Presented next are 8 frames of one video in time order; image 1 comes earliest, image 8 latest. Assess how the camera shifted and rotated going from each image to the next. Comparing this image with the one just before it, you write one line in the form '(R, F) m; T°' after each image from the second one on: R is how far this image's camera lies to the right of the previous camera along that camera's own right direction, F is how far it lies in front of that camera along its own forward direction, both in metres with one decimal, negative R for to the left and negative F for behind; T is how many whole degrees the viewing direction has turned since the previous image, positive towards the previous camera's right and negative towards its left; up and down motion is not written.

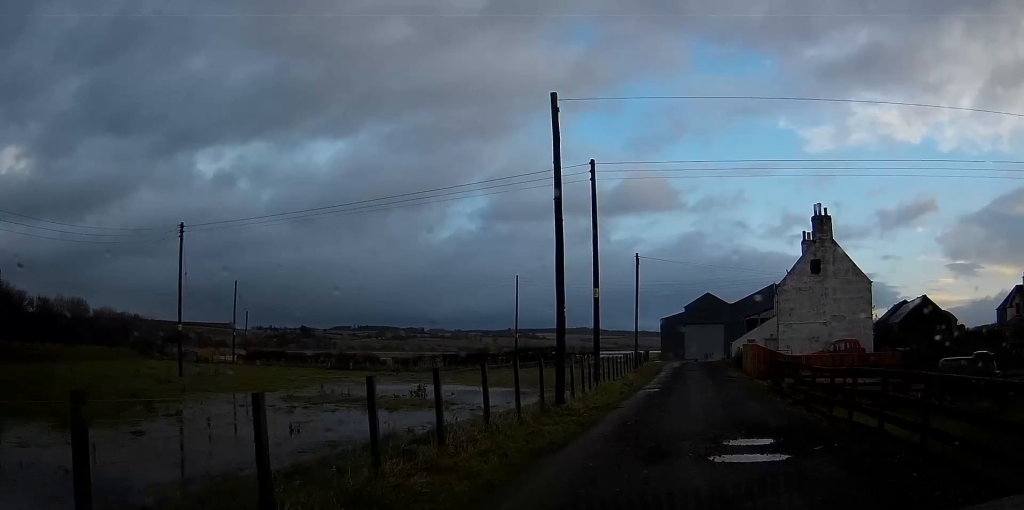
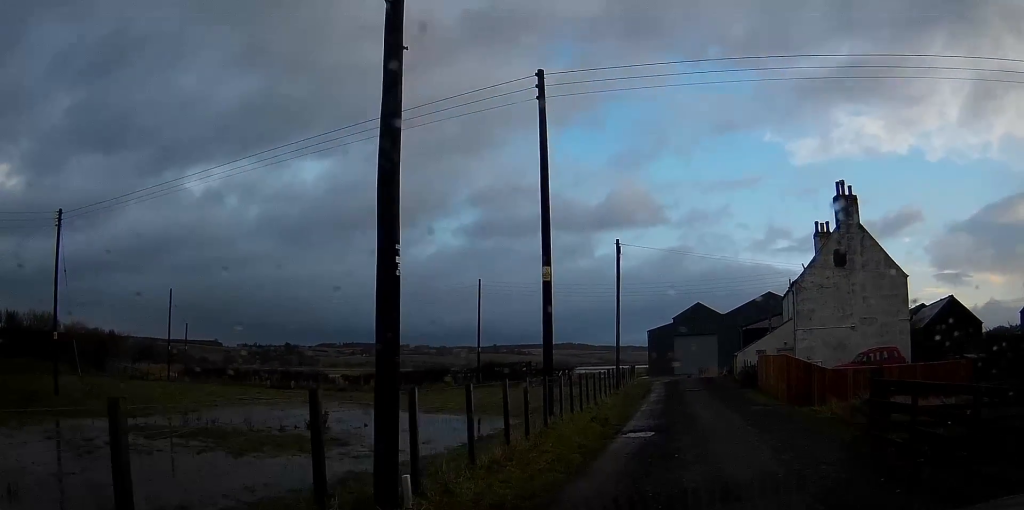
(+0.7, +9.7) m; +7°
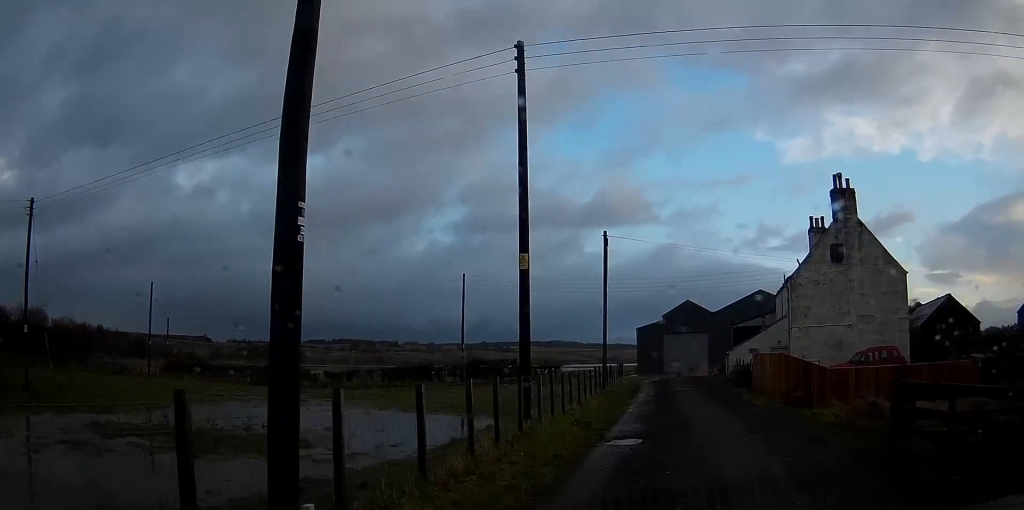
(0.0, +1.5) m; 0°
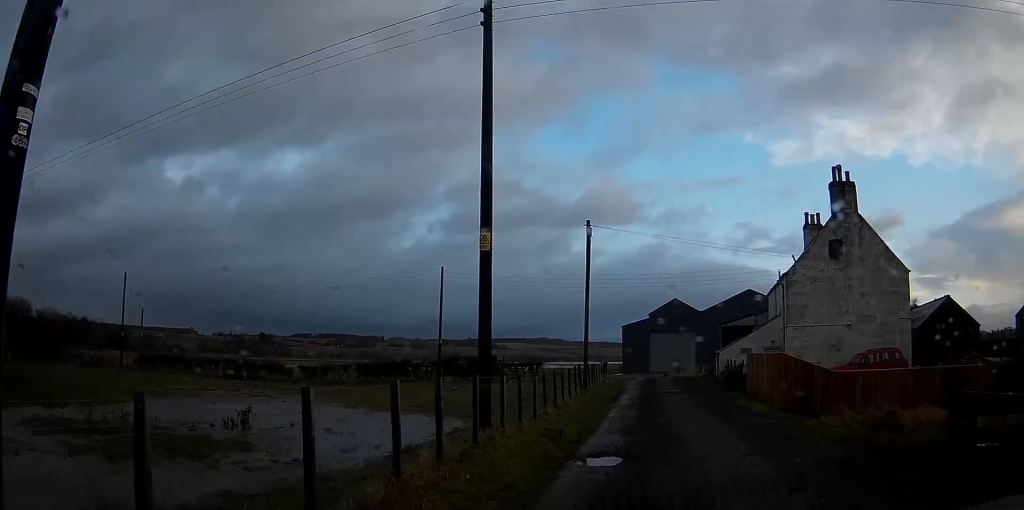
(0.0, +2.2) m; 0°
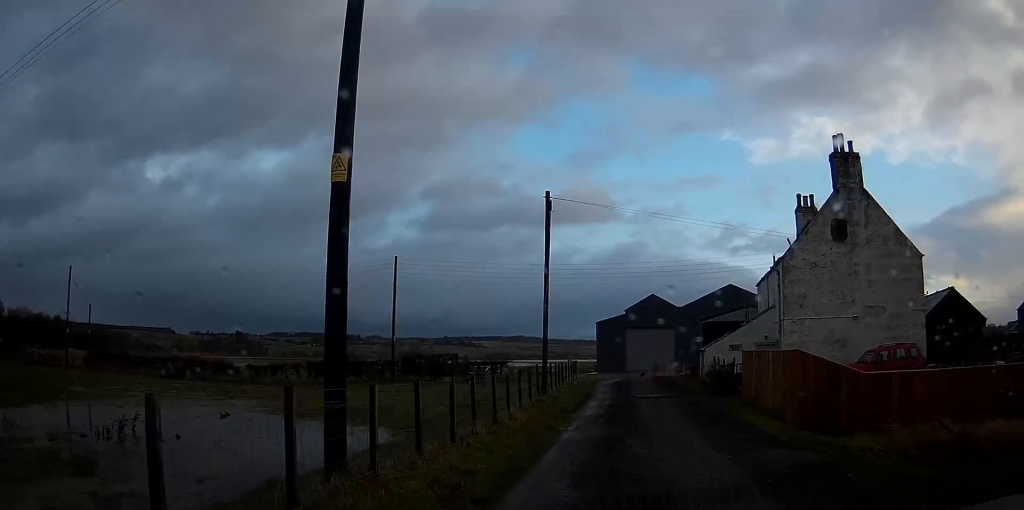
(0.0, +4.5) m; +1°
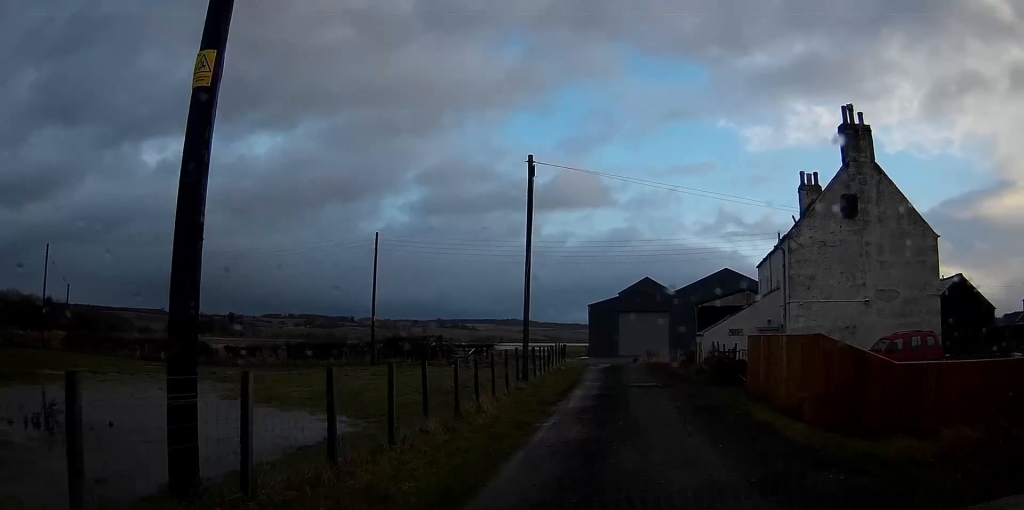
(0.0, +2.4) m; 0°
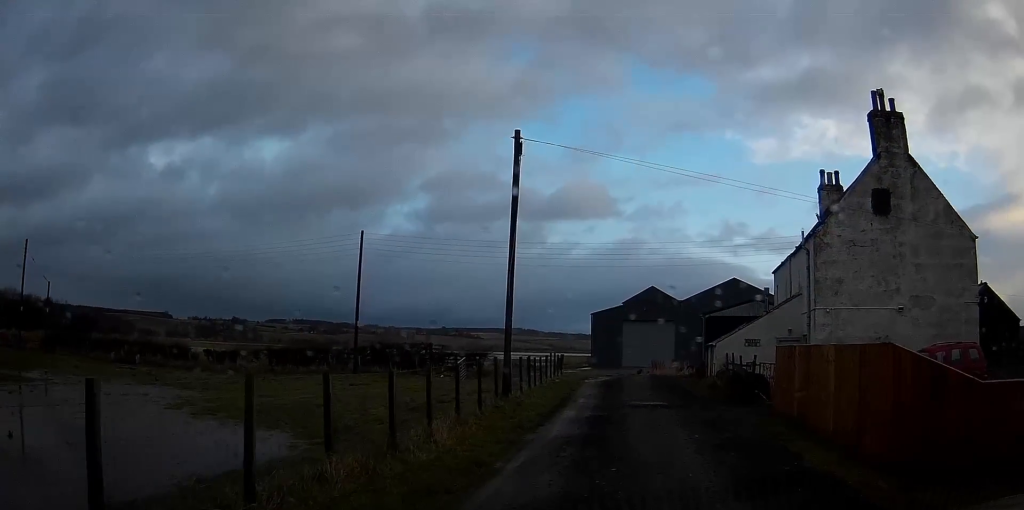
(0.0, +3.4) m; 0°
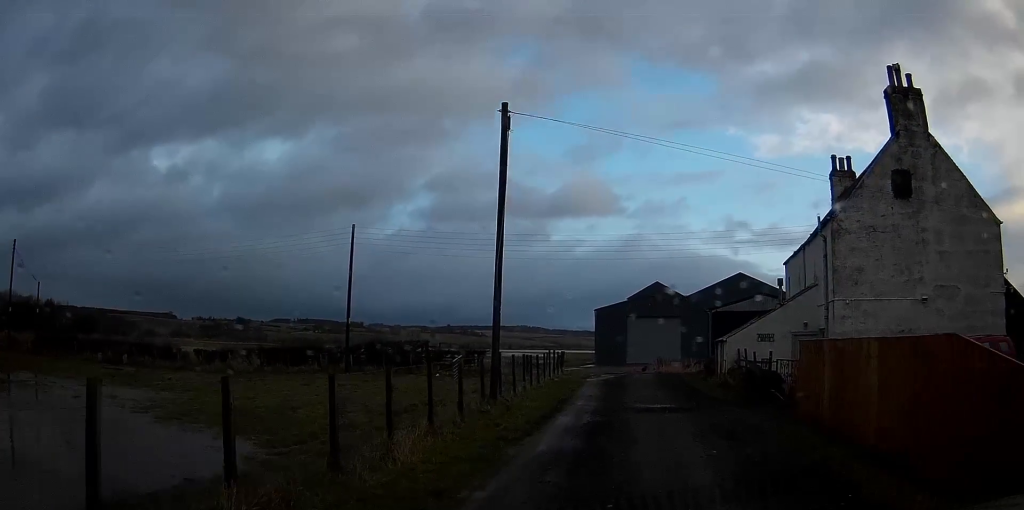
(0.0, +2.0) m; 0°
